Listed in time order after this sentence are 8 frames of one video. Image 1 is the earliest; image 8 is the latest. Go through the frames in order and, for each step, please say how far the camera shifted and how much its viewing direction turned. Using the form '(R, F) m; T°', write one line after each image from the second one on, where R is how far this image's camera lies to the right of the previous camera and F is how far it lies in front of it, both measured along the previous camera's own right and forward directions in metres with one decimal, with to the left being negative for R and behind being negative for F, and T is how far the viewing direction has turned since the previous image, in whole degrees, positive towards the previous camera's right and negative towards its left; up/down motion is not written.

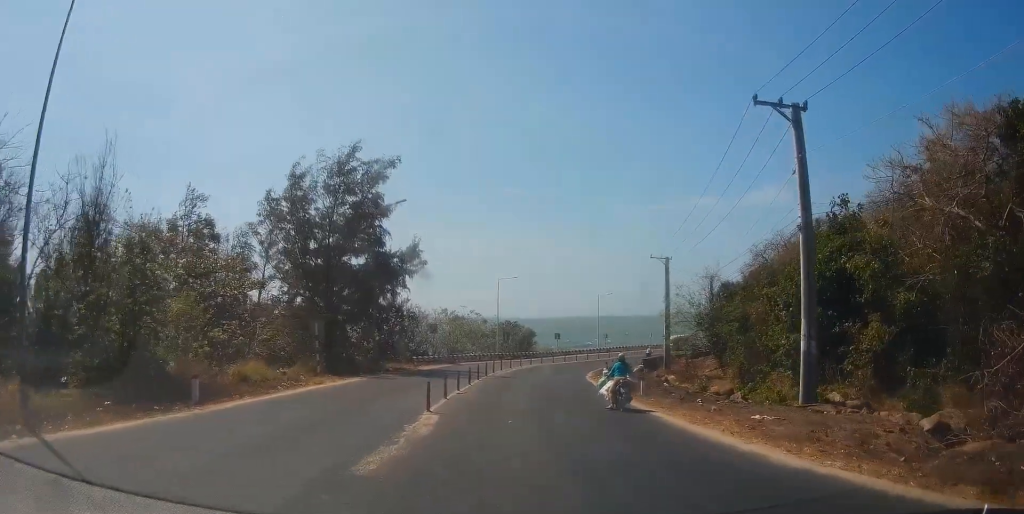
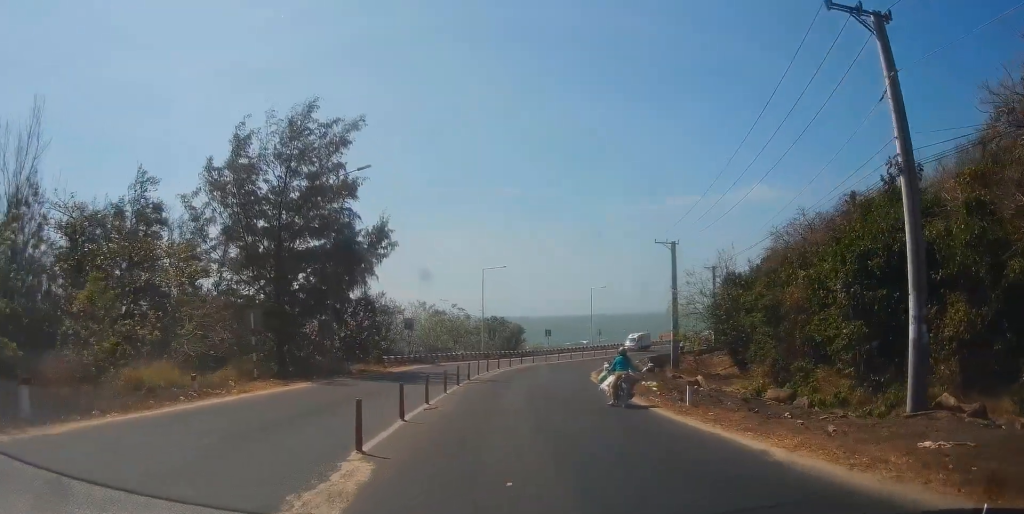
(+0.2, +7.5) m; +1°
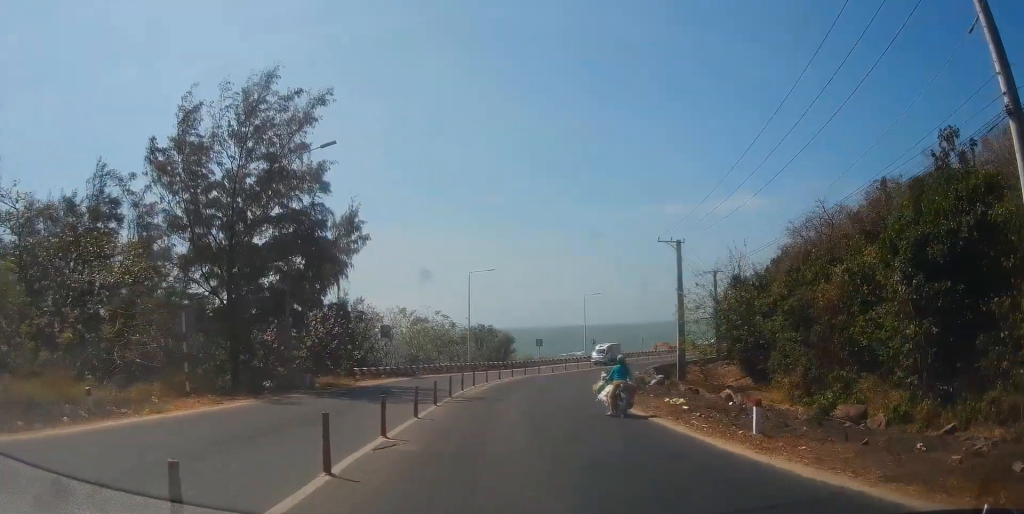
(-0.1, +5.4) m; 0°
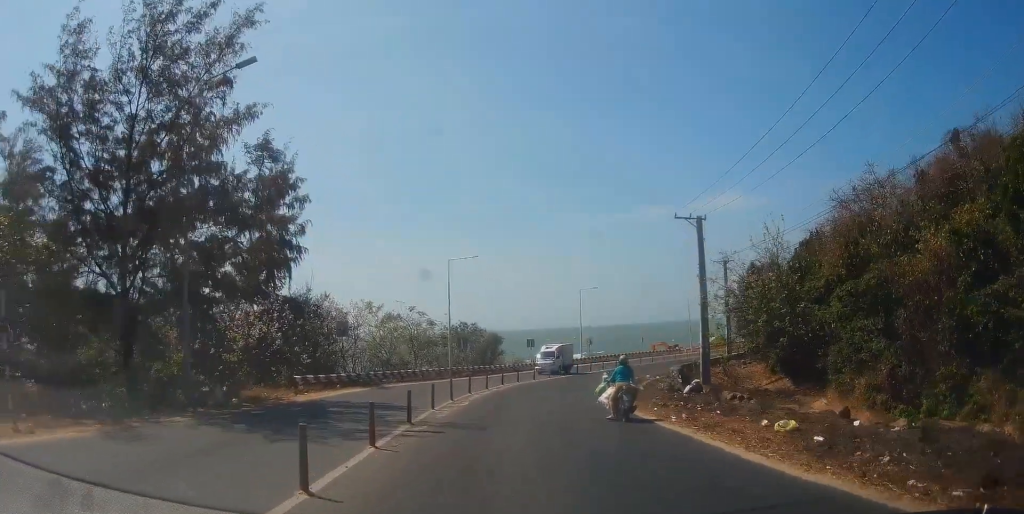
(+0.2, +8.9) m; +3°
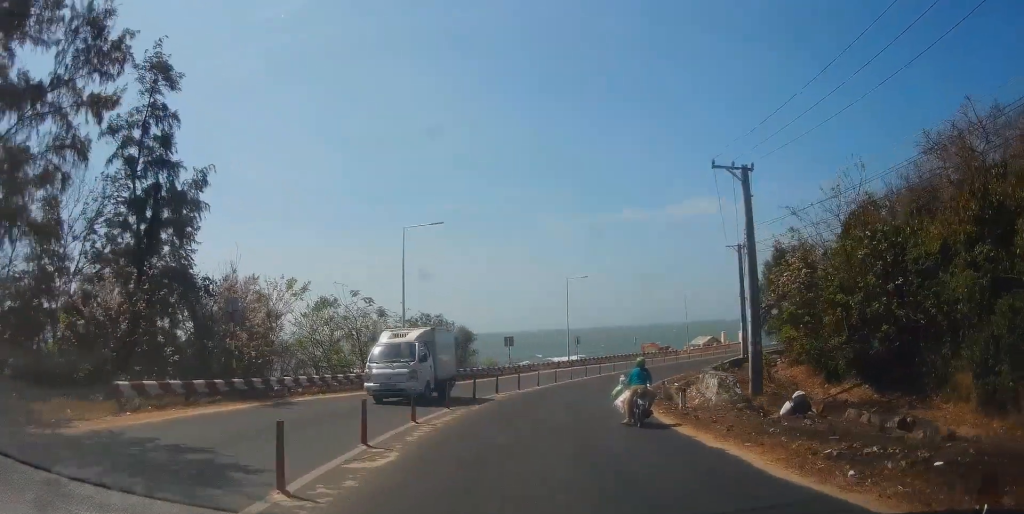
(0.0, +12.2) m; -1°
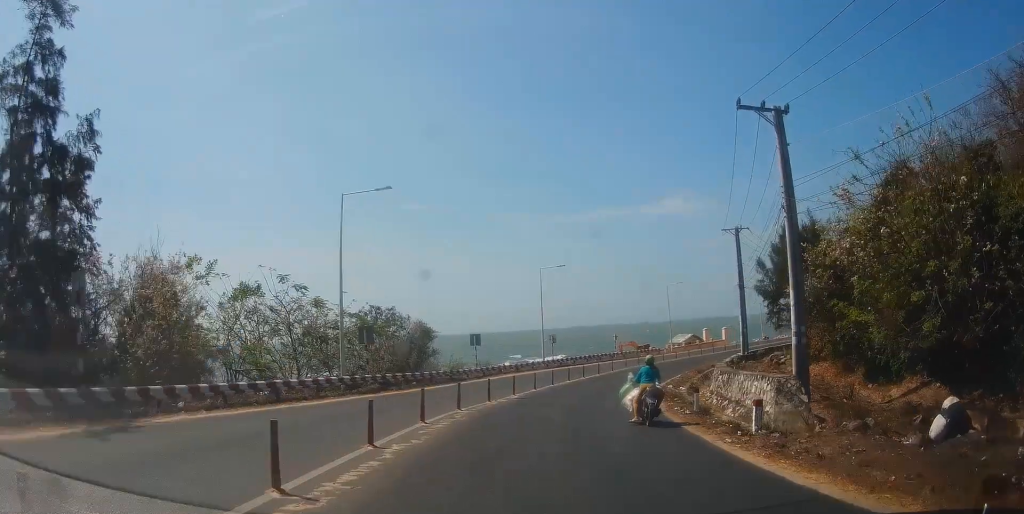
(-0.1, +7.7) m; +4°
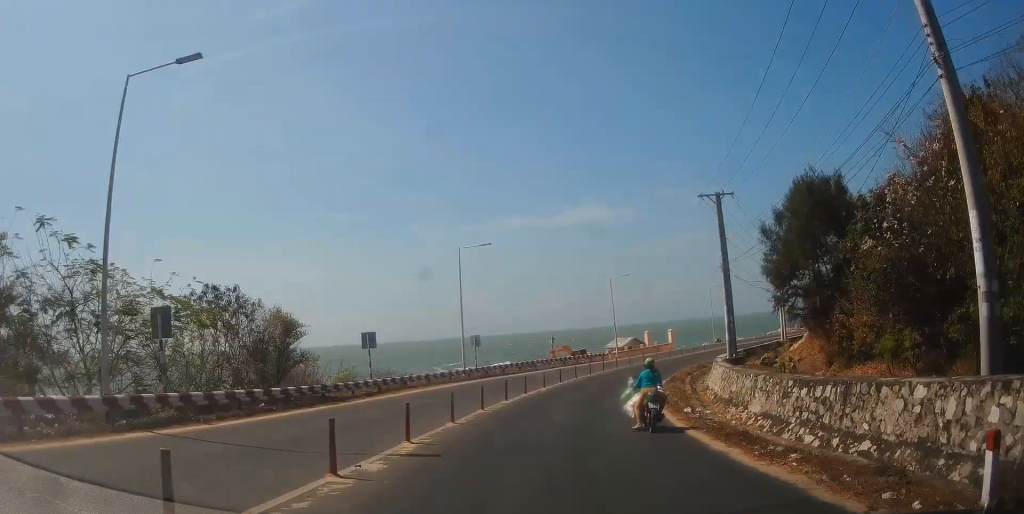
(+1.9, +12.5) m; +11°
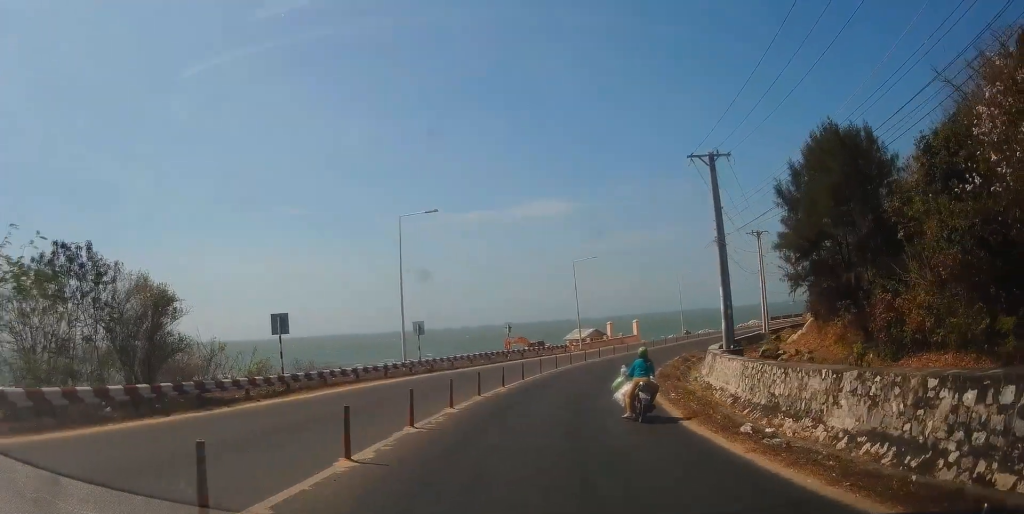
(-0.4, +6.9) m; 0°
